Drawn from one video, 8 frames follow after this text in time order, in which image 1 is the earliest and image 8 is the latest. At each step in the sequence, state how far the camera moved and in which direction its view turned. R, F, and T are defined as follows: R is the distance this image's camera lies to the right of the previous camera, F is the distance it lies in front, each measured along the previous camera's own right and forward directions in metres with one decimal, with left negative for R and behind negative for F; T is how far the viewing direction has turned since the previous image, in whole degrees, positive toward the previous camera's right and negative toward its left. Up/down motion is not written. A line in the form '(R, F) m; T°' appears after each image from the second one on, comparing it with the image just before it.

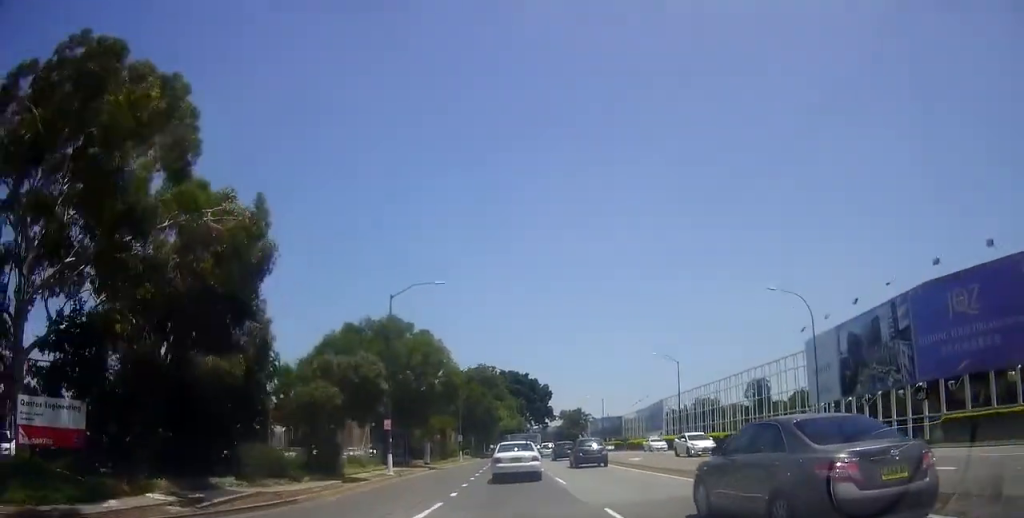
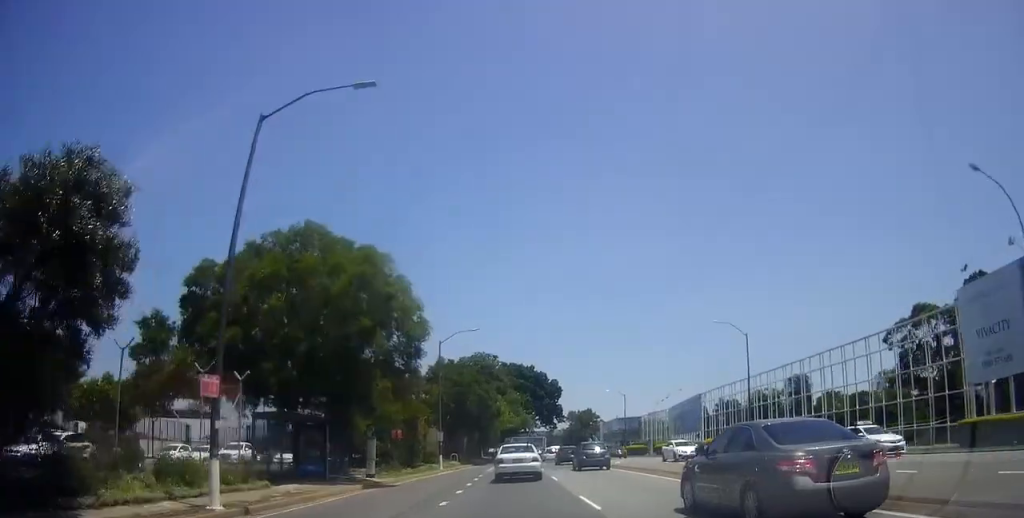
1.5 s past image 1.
(-0.5, +18.2) m; +1°
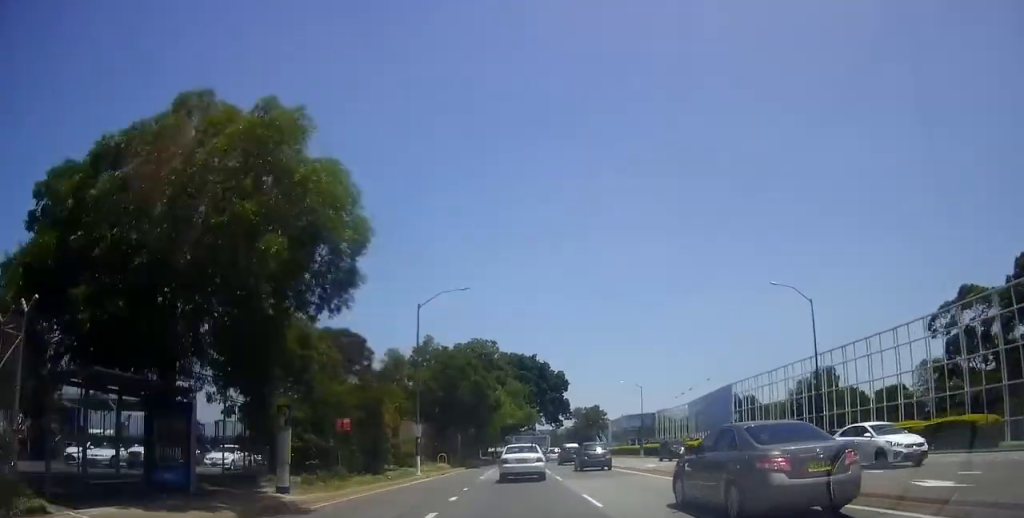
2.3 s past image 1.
(+0.8, +10.5) m; +1°
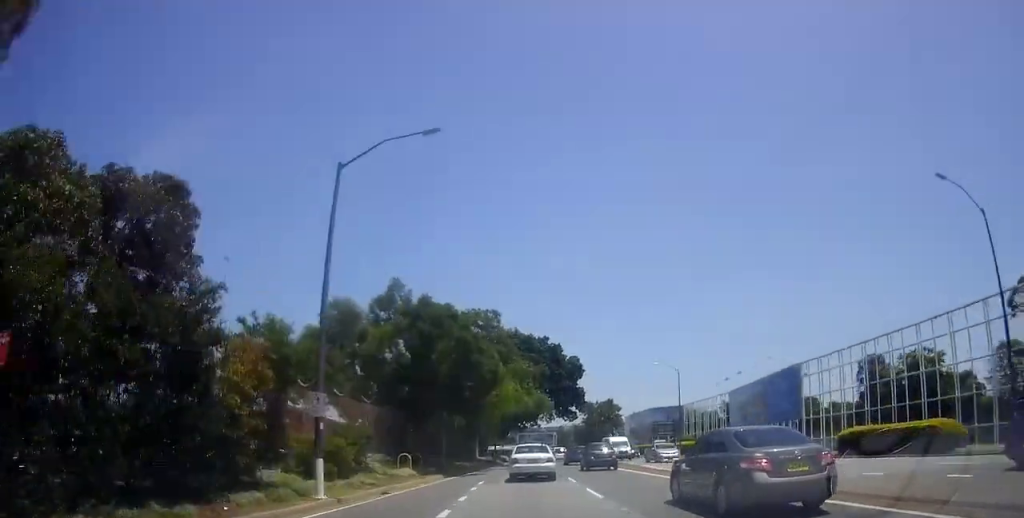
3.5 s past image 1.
(-0.7, +16.4) m; -3°
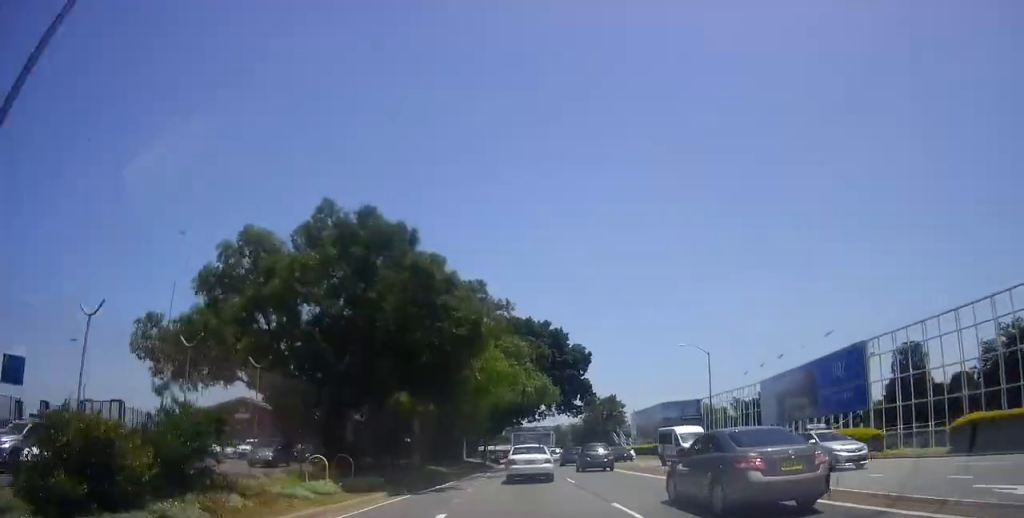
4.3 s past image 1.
(+0.1, +11.6) m; 0°
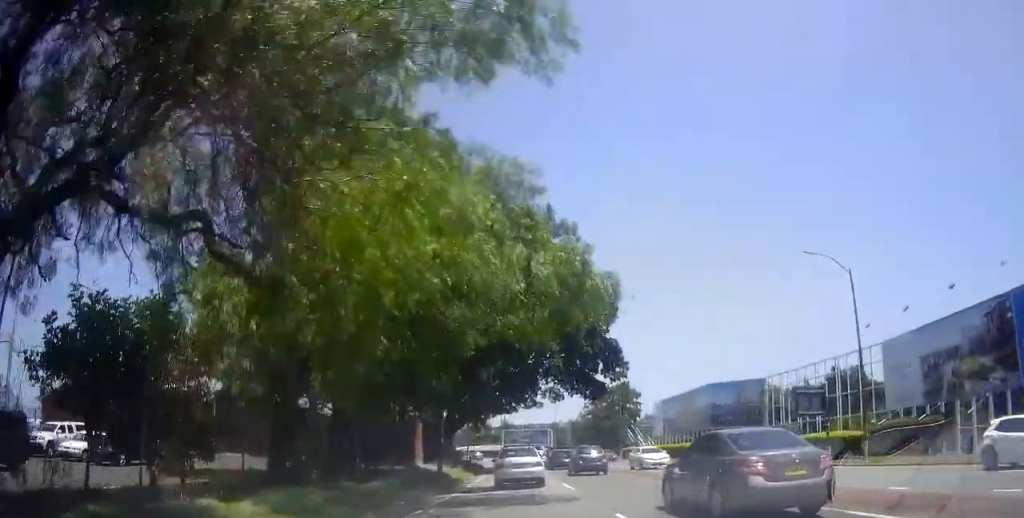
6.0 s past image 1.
(+0.2, +25.0) m; +1°
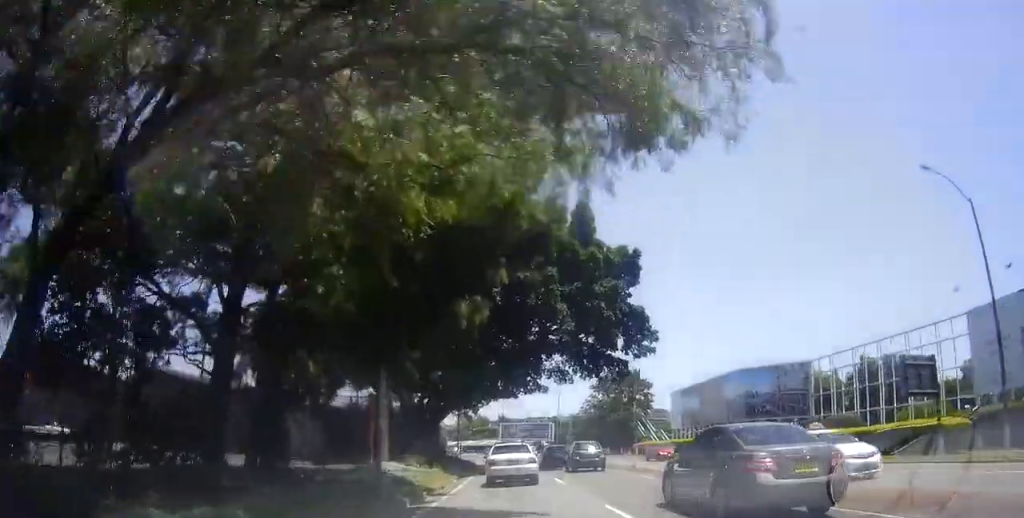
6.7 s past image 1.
(+0.1, +10.3) m; 0°
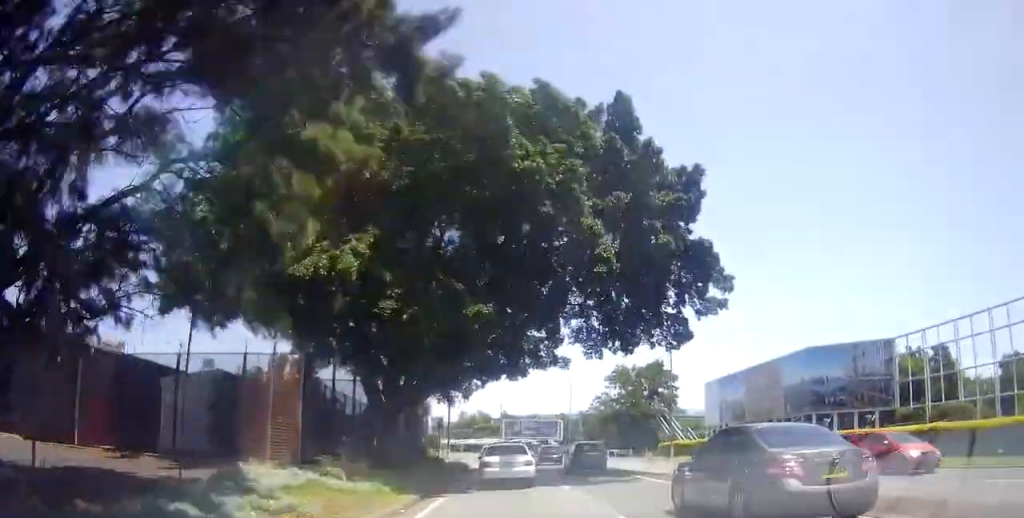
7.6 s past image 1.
(0.0, +12.5) m; 0°
